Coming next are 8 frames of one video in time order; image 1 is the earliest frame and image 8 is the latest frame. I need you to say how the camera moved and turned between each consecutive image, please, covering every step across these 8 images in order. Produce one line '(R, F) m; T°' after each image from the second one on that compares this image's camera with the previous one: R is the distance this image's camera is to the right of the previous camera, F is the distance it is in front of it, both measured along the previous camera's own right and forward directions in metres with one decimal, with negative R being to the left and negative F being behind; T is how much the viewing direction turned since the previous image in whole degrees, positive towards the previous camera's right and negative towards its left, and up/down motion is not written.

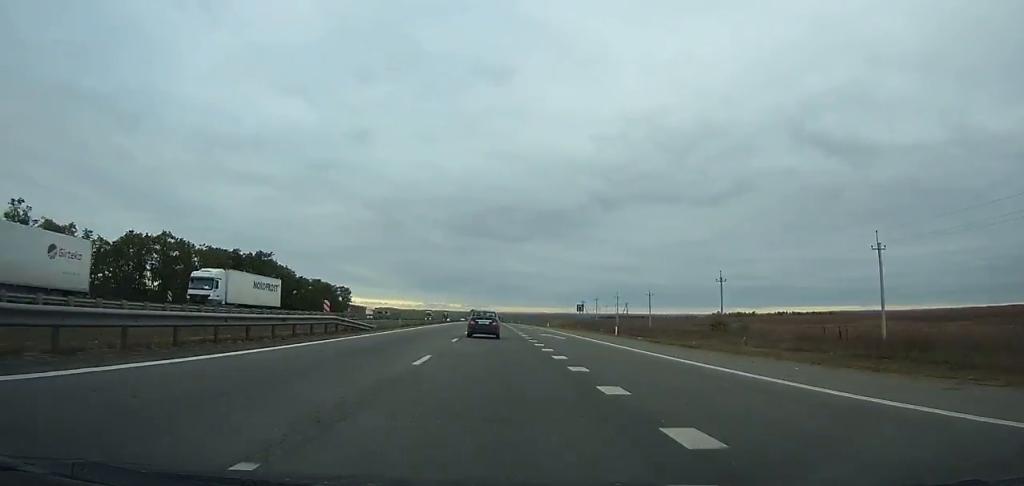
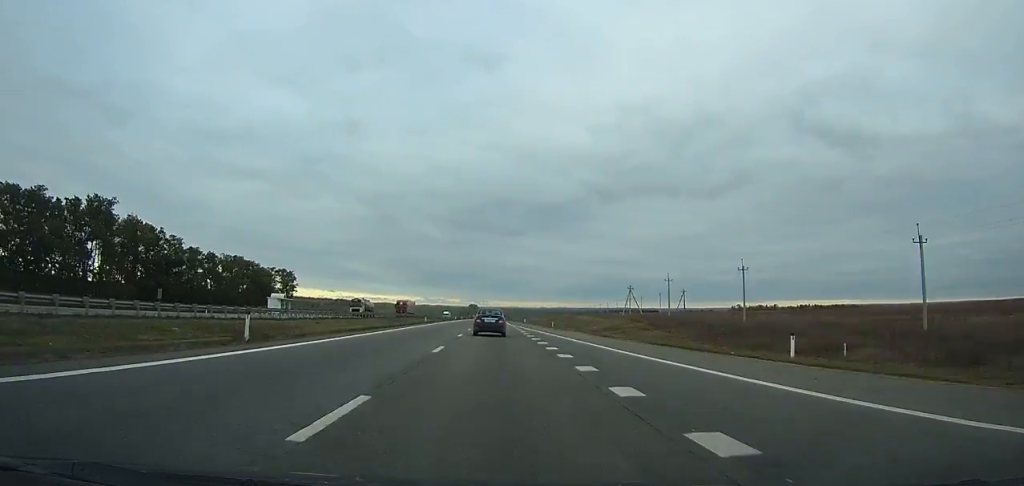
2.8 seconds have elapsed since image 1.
(0.0, +80.1) m; 0°
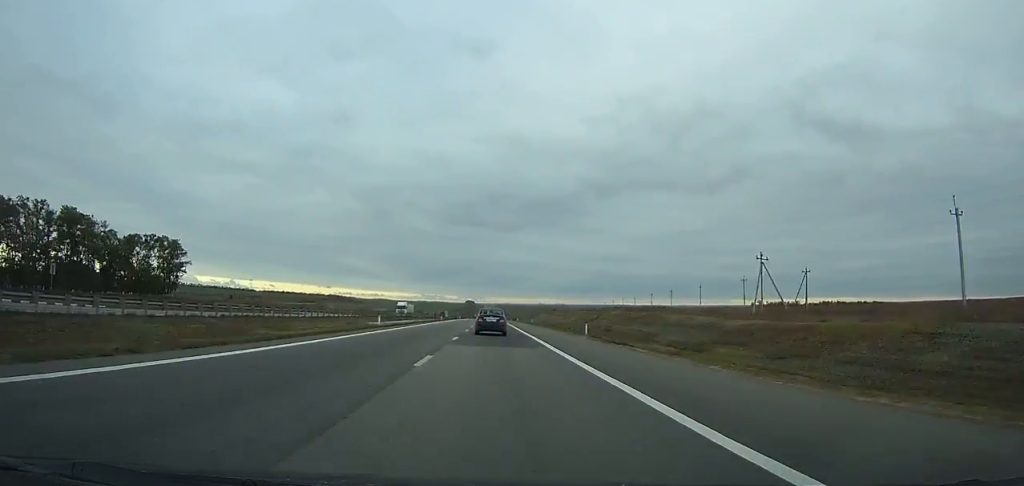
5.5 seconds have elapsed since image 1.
(+0.1, +78.1) m; 0°
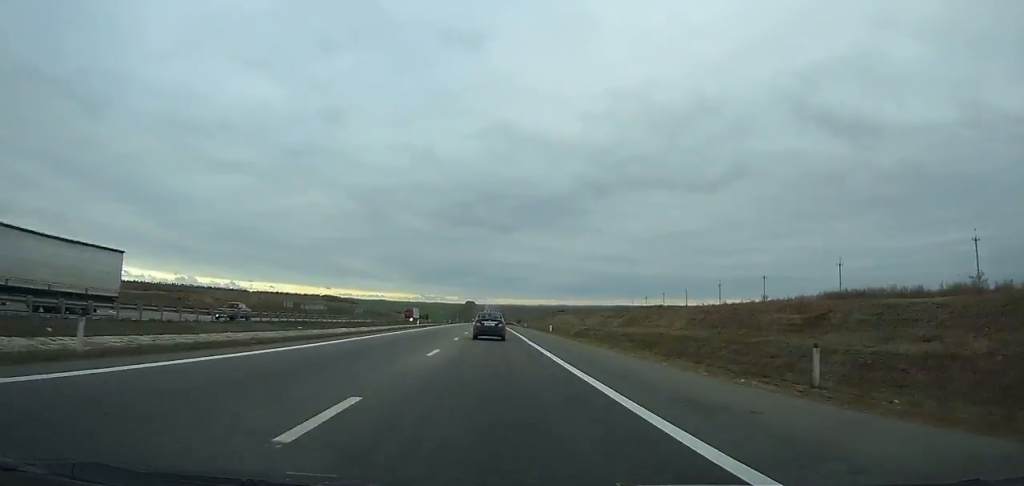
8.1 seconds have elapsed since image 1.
(+0.1, +75.9) m; 0°
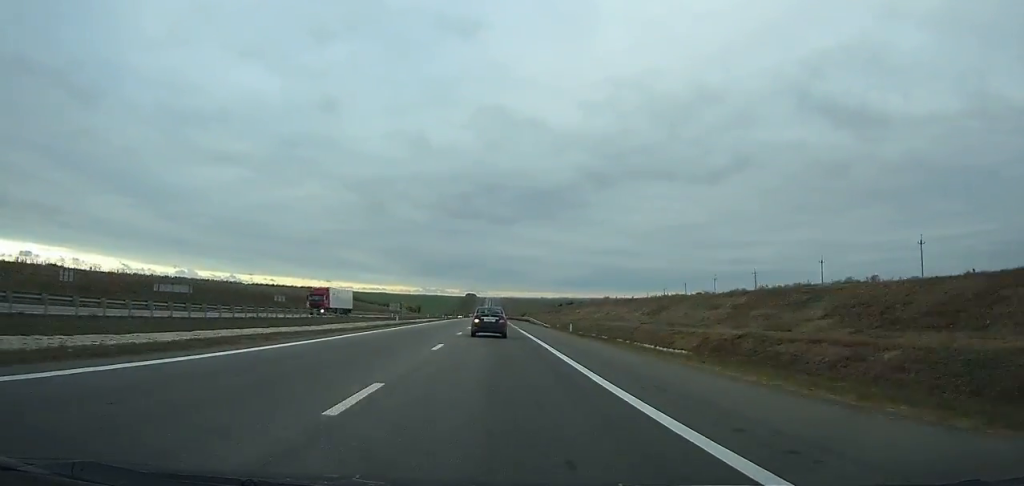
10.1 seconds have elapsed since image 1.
(+0.2, +58.7) m; 0°
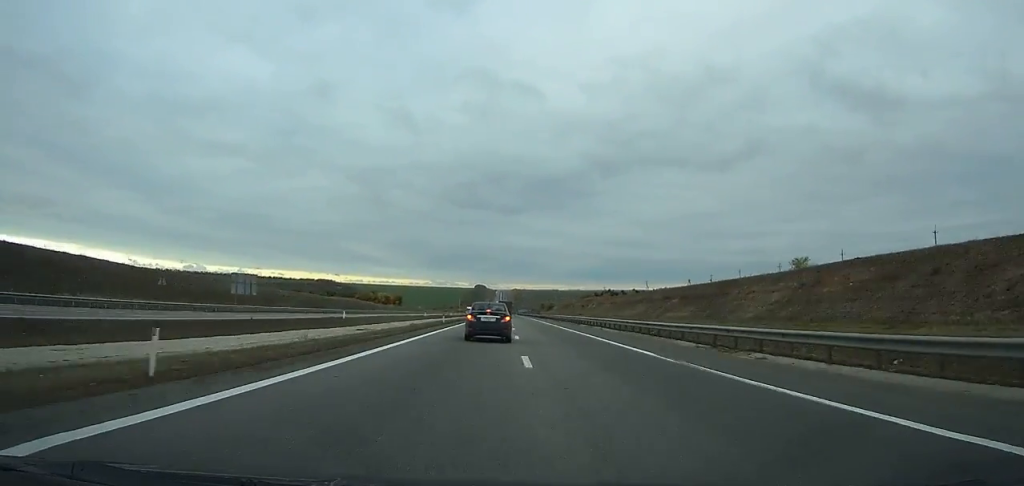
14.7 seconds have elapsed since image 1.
(-1.1, +132.6) m; 0°
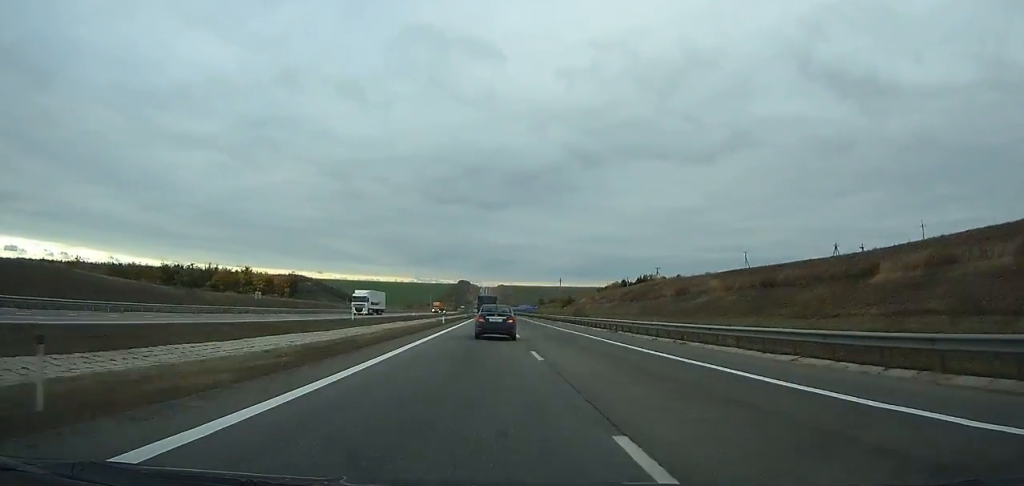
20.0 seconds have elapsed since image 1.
(+1.3, +145.3) m; +1°
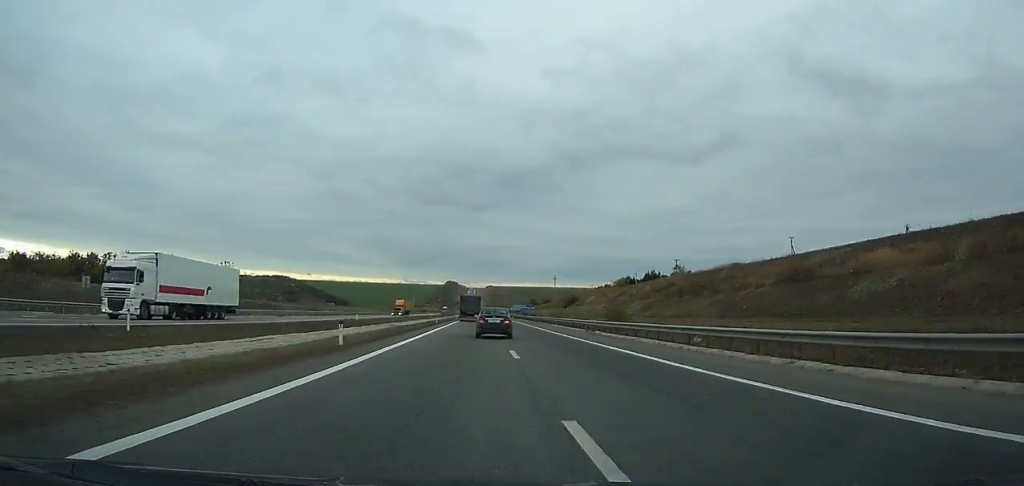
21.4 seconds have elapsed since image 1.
(0.0, +37.3) m; 0°
